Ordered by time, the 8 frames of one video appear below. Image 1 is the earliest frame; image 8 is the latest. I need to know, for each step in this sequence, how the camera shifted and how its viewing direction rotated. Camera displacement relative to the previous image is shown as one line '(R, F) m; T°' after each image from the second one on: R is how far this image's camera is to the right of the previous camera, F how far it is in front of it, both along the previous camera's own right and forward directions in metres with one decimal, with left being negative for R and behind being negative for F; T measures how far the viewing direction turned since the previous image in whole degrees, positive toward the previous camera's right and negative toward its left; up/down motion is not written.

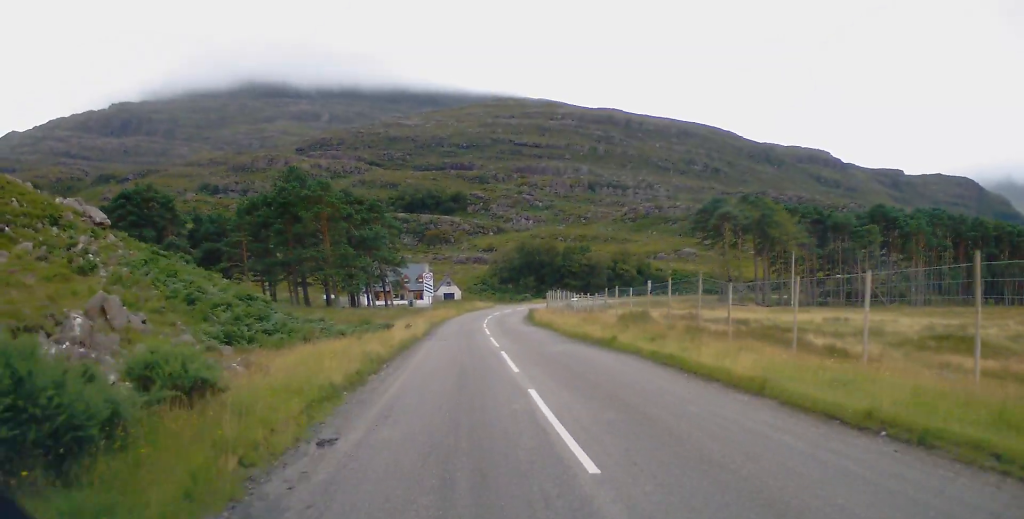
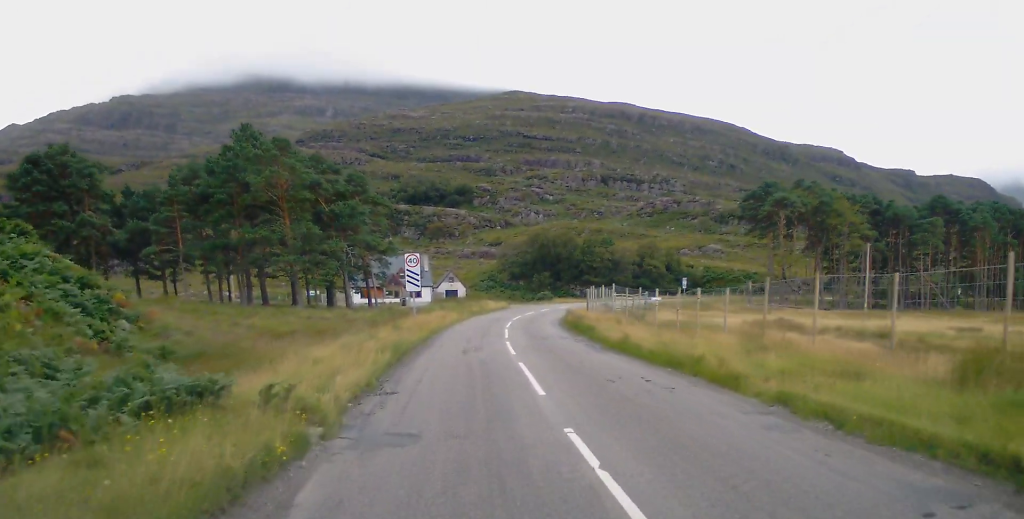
(0.0, +22.3) m; 0°
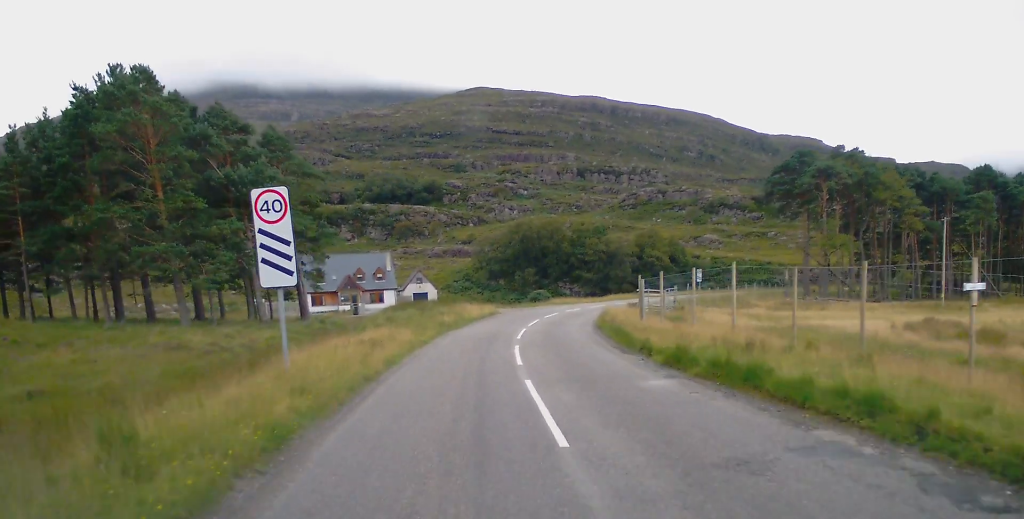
(0.0, +22.7) m; +2°
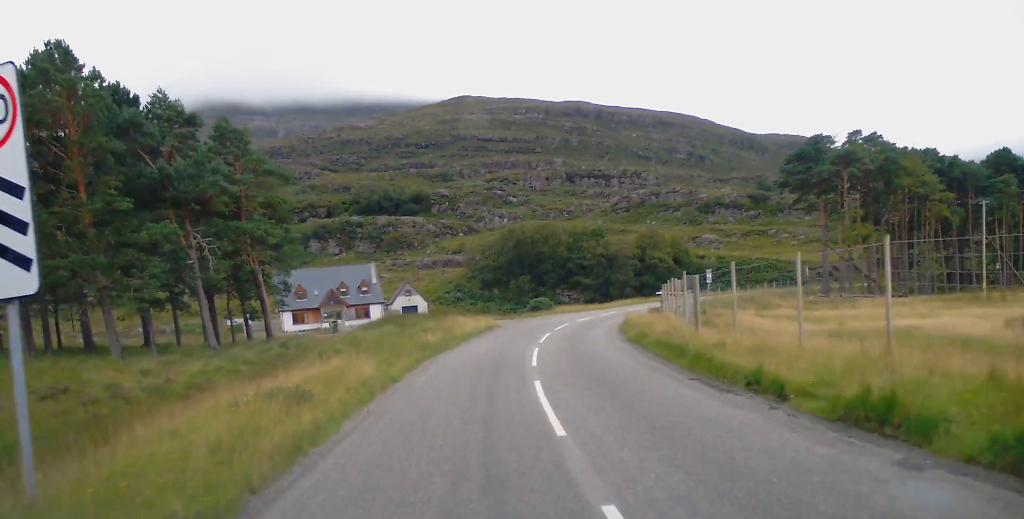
(+0.1, +8.3) m; +1°
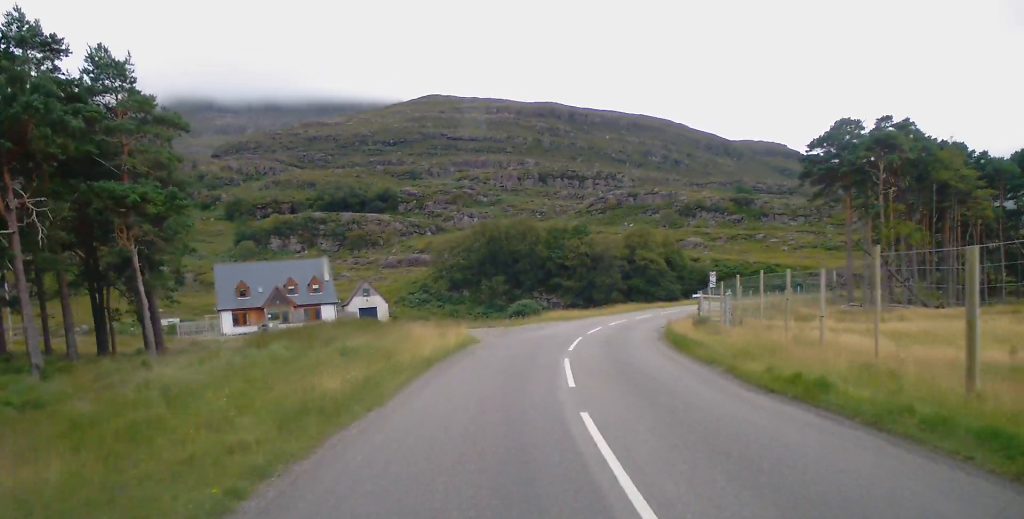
(+0.4, +13.8) m; +3°
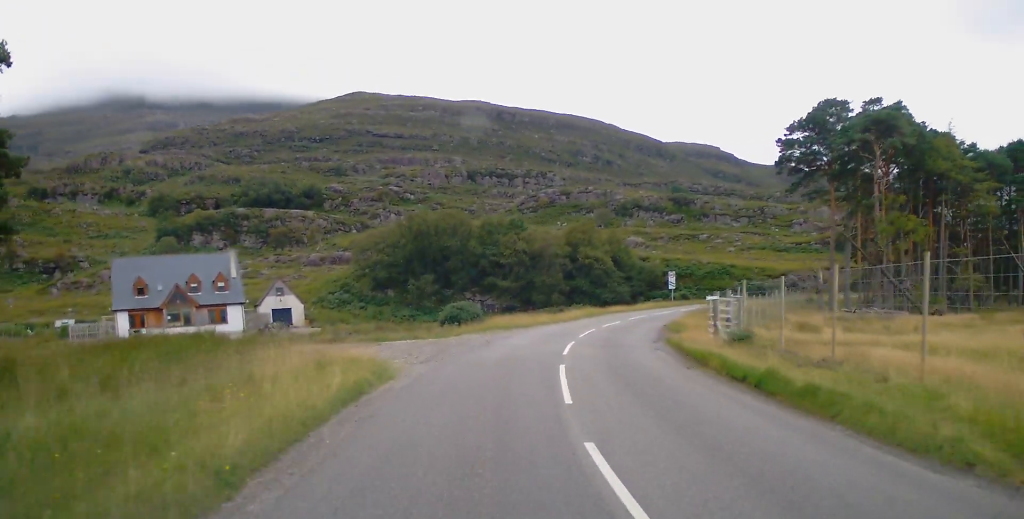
(0.0, +11.0) m; +3°
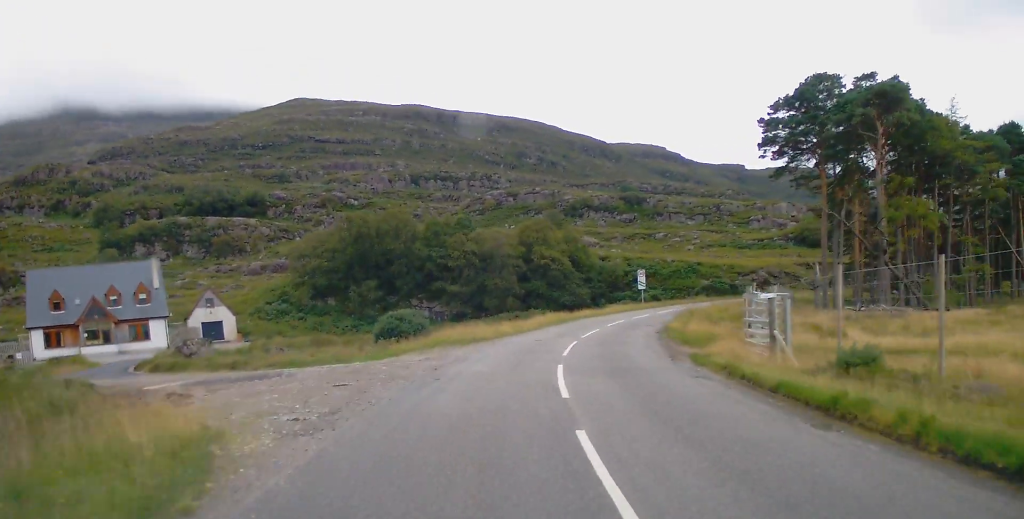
(+0.4, +8.3) m; +4°
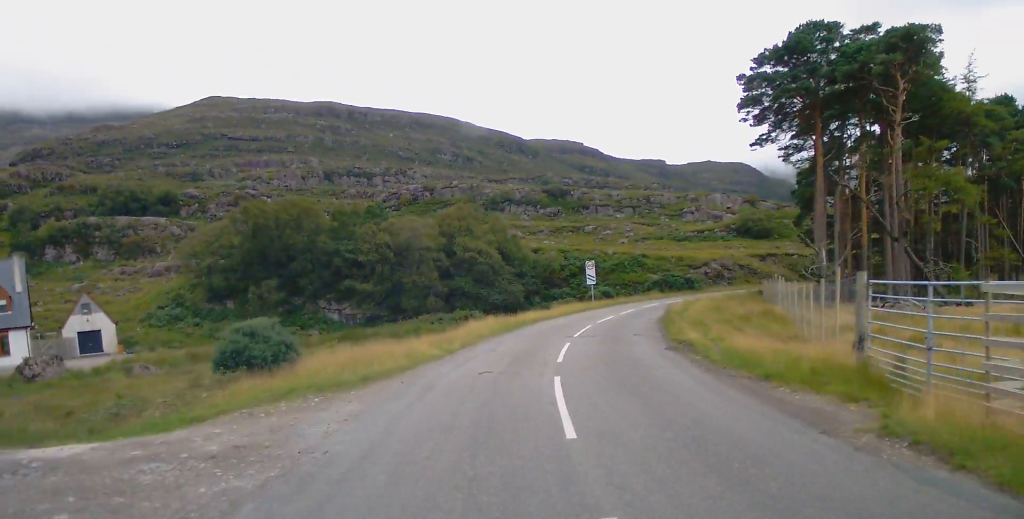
(+0.6, +12.4) m; +6°
